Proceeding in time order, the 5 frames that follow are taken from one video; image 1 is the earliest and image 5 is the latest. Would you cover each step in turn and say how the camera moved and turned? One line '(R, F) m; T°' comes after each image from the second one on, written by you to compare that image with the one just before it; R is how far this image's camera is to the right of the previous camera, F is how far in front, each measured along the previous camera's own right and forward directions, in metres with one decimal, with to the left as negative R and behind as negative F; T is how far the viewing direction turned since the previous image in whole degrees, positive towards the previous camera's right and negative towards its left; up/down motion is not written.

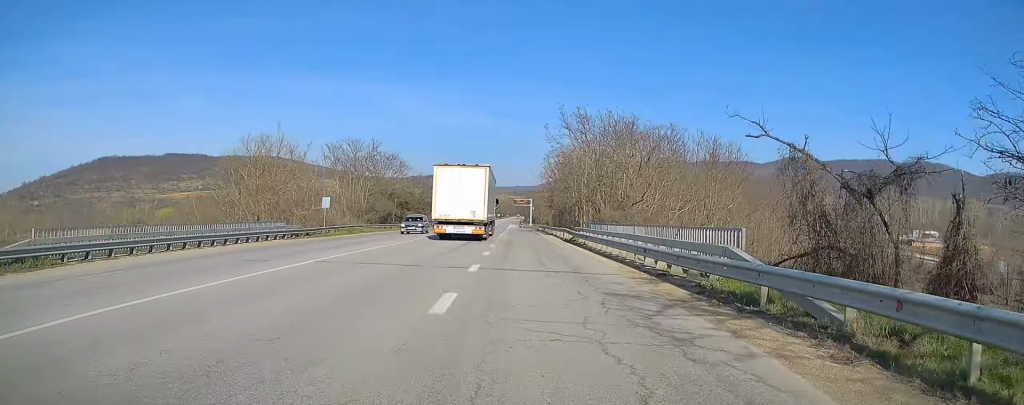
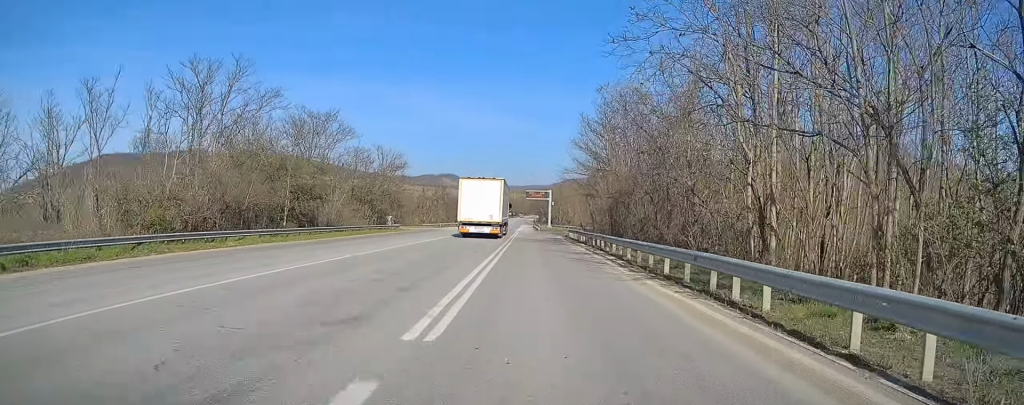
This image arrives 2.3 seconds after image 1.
(-0.9, +41.7) m; -1°
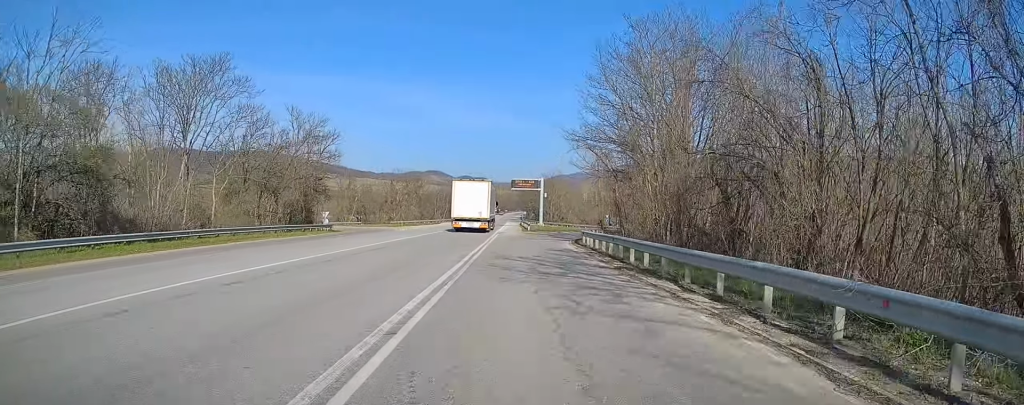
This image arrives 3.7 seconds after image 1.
(0.0, +23.2) m; 0°
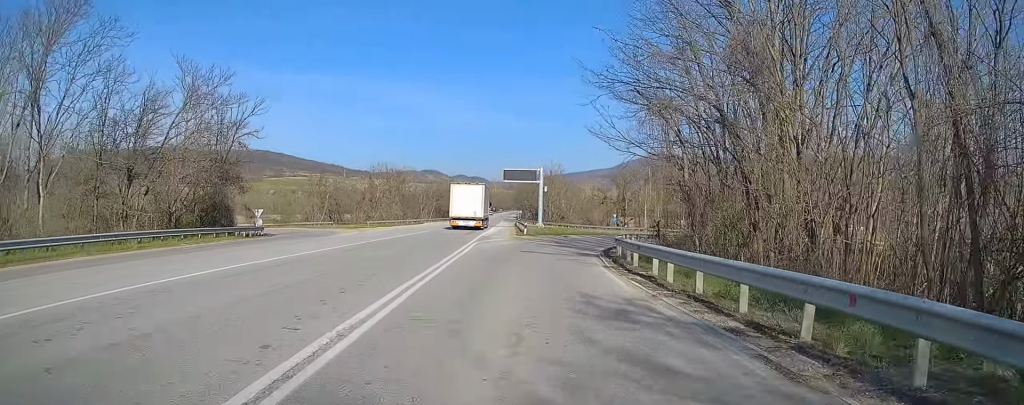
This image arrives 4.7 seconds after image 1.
(-0.1, +16.1) m; +1°
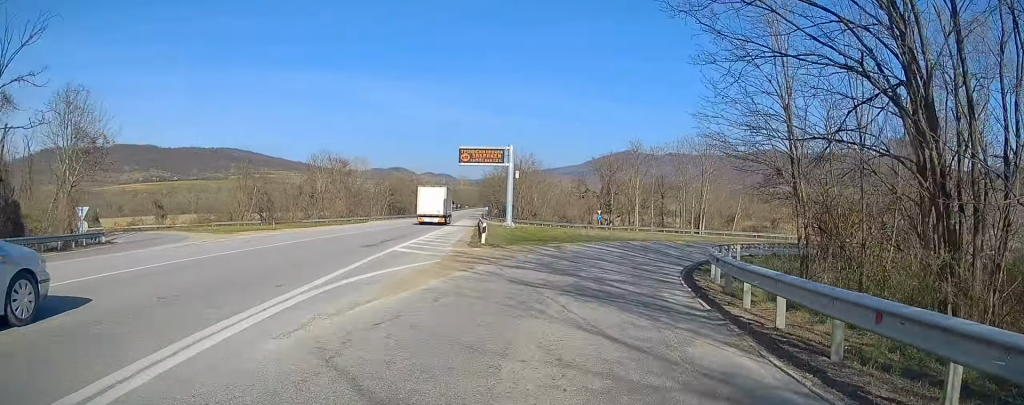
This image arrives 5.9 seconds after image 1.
(+0.5, +19.3) m; +3°
